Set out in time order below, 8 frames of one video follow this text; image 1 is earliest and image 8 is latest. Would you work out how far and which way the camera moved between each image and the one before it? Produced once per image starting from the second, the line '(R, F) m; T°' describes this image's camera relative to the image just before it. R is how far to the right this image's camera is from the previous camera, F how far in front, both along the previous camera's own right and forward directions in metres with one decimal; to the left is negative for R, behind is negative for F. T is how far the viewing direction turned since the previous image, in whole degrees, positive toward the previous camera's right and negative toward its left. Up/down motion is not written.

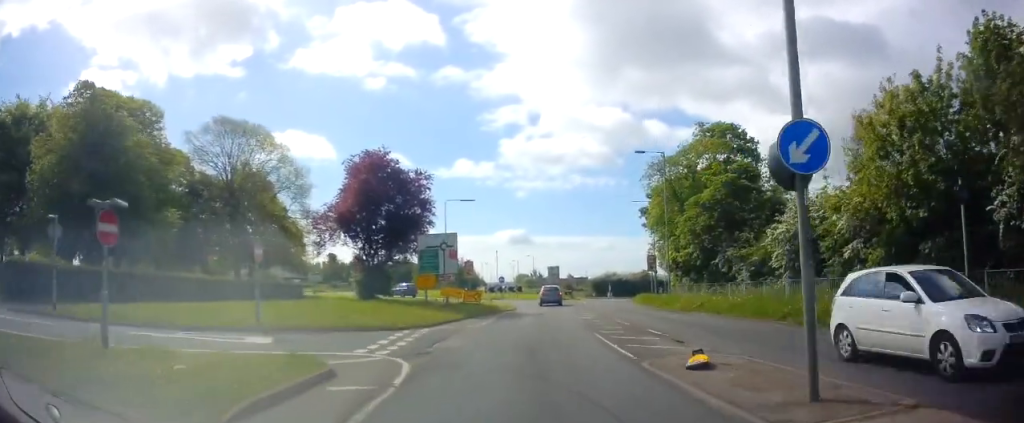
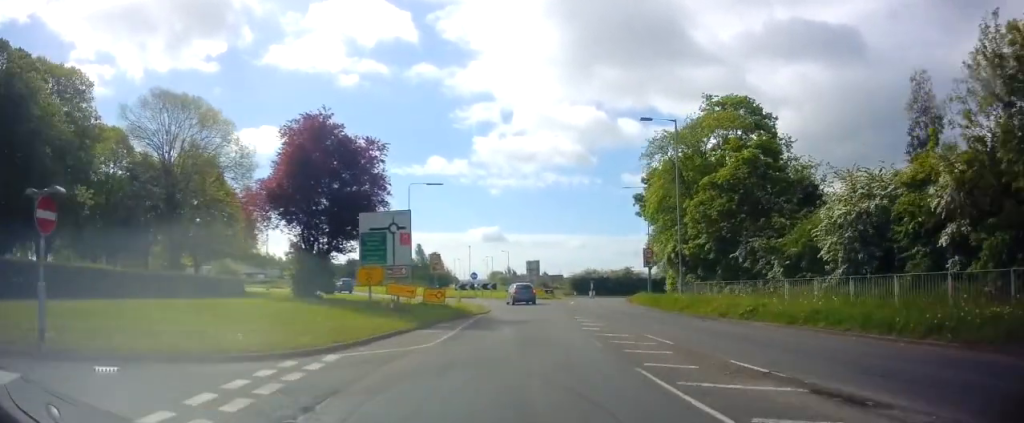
(+0.1, +7.4) m; +2°
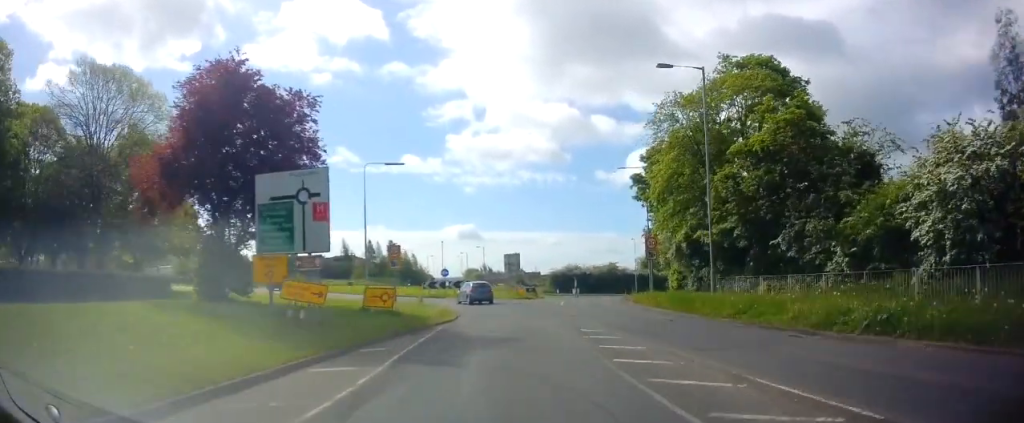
(+0.3, +8.0) m; +3°
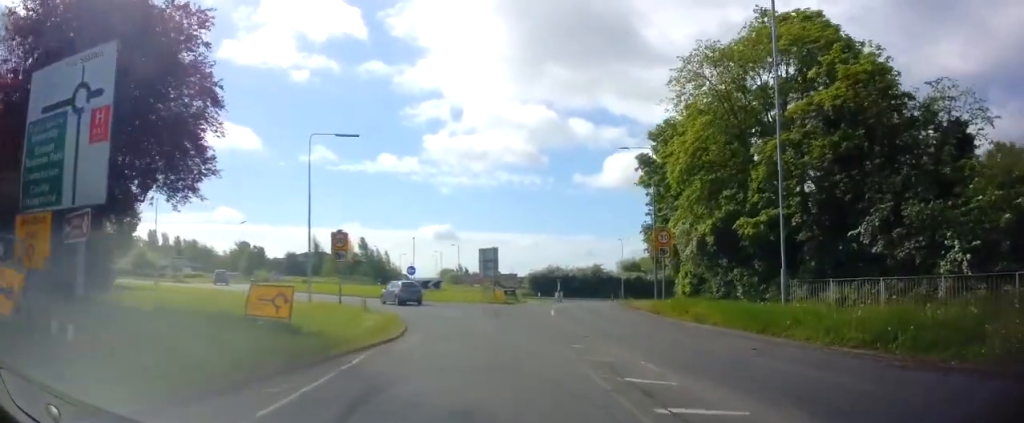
(+0.1, +8.0) m; +3°
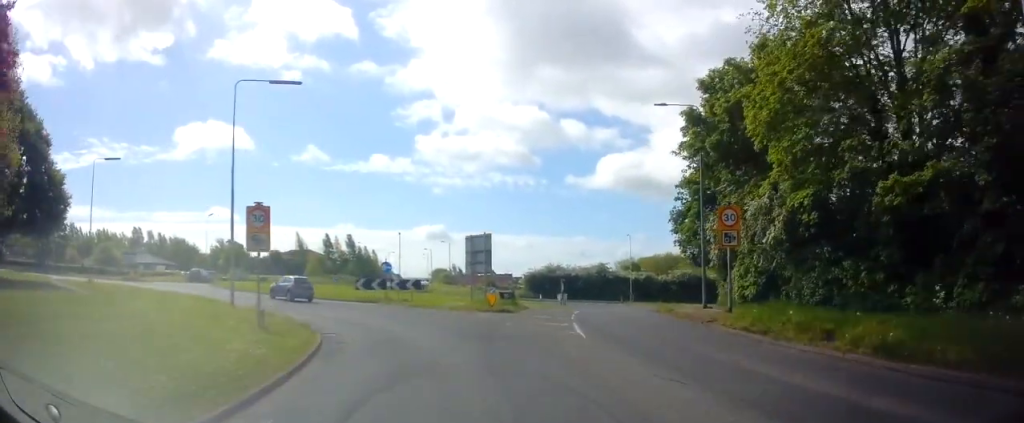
(+0.2, +9.7) m; 0°
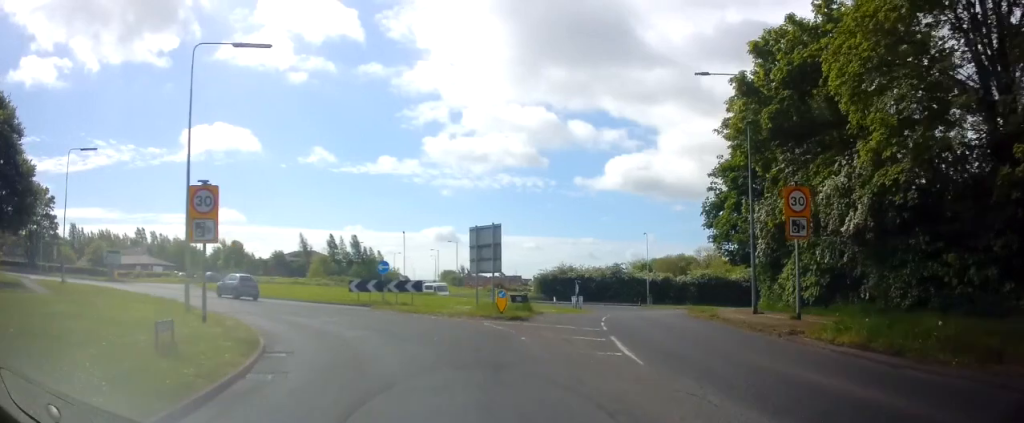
(-0.2, +4.7) m; -1°
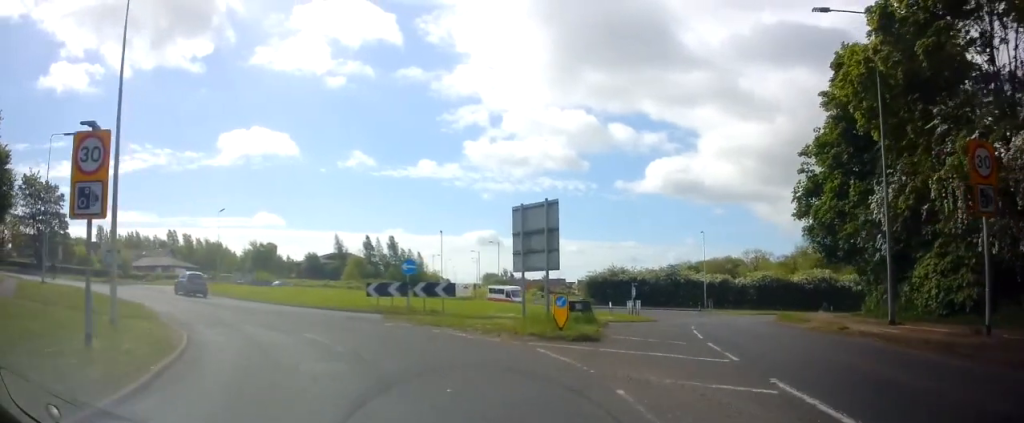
(+0.1, +6.7) m; -6°
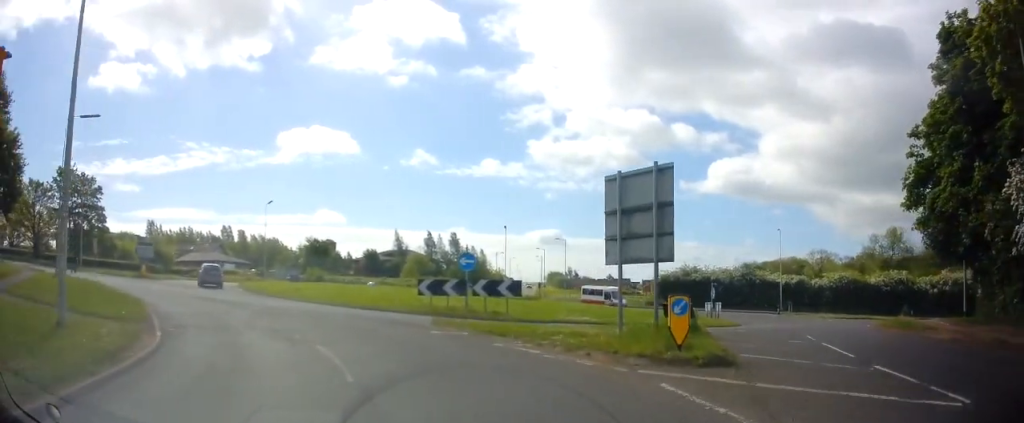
(-0.5, +4.3) m; -7°
